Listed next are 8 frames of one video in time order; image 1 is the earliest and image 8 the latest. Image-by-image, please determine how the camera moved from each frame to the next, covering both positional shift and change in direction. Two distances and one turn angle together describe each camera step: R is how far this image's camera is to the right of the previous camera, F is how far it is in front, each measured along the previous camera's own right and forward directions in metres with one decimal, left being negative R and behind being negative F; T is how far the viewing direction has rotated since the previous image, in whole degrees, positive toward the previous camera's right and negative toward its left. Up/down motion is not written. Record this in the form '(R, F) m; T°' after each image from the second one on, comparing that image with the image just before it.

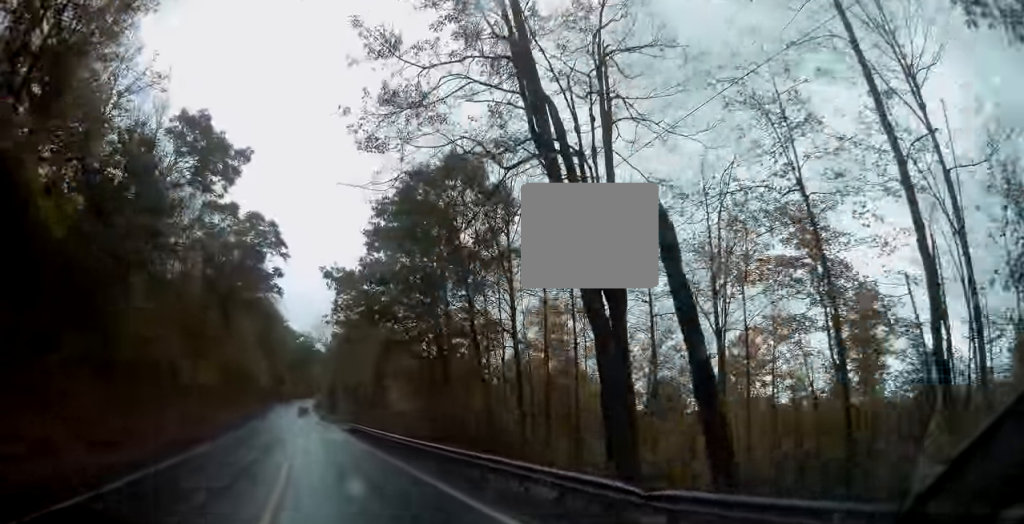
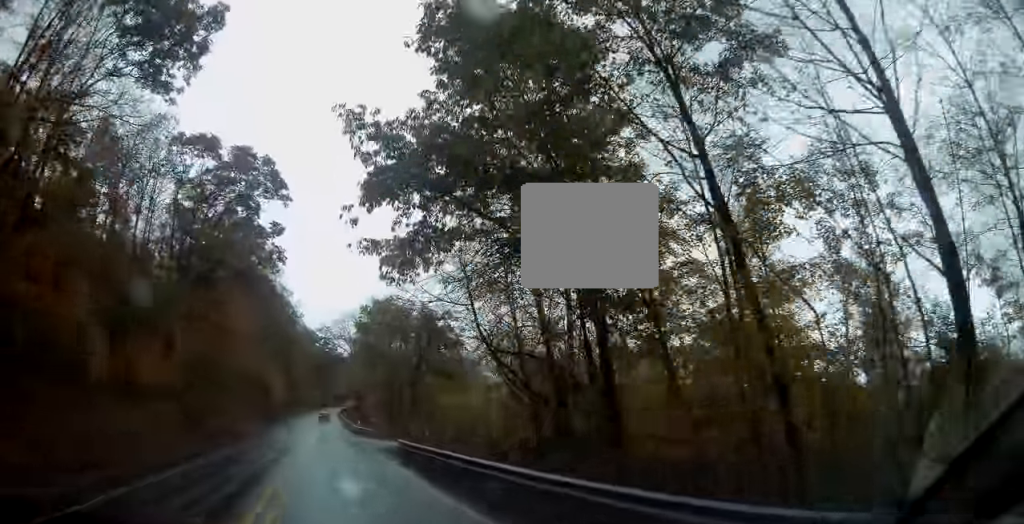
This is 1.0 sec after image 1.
(-0.6, +22.2) m; -3°
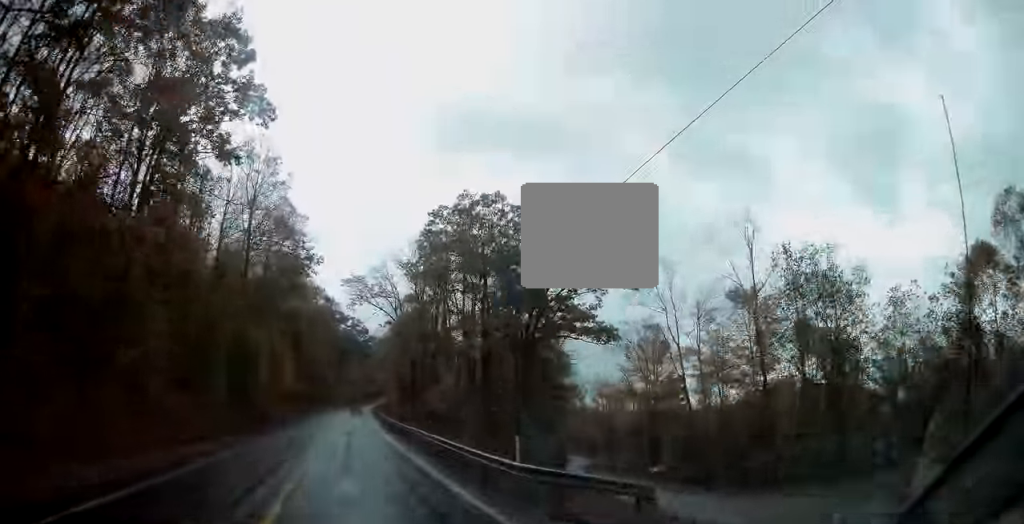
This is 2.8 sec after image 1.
(-1.7, +43.2) m; -3°
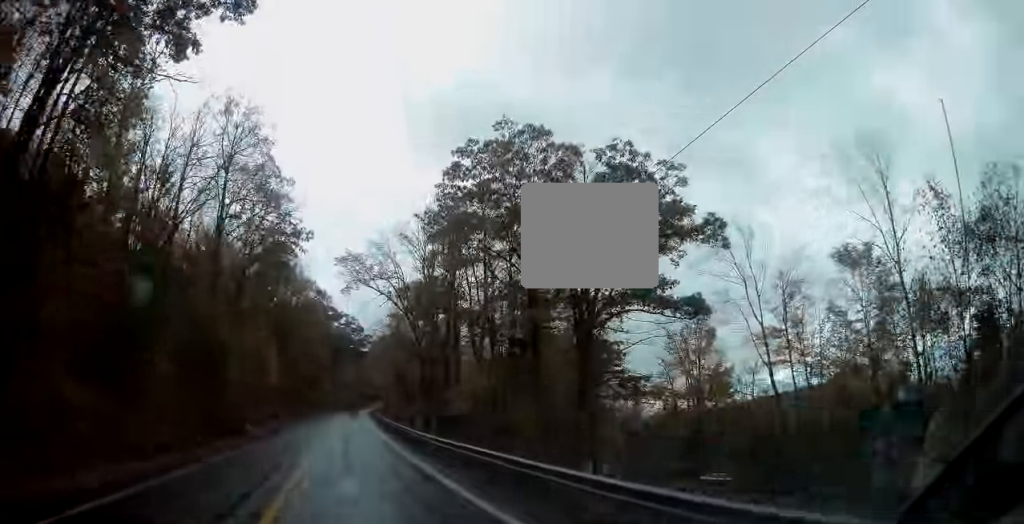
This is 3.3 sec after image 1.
(+0.1, +12.9) m; 0°
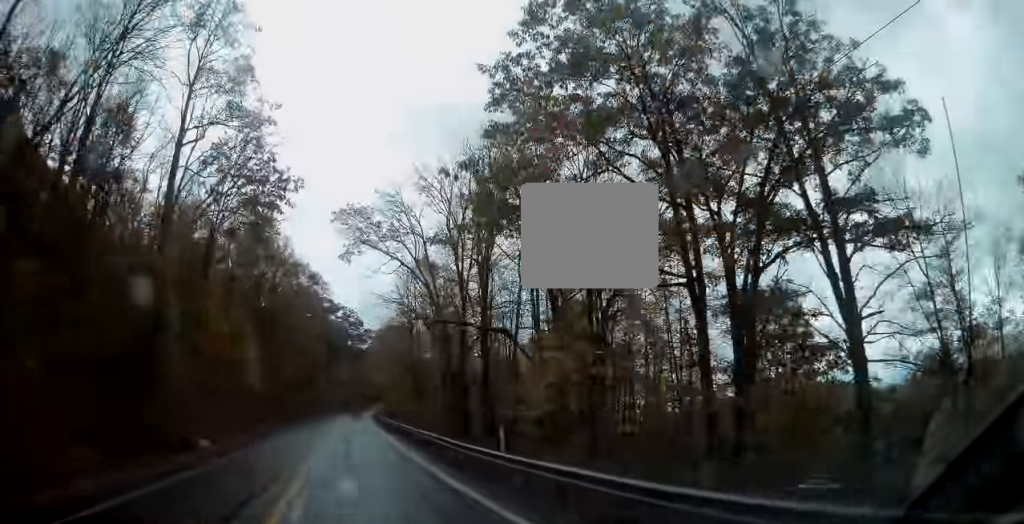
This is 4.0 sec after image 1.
(0.0, +16.2) m; 0°
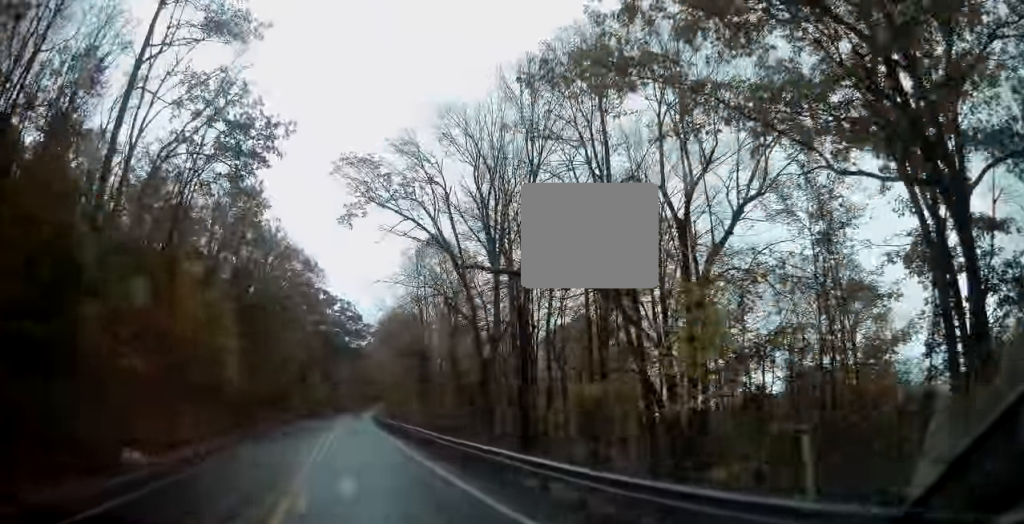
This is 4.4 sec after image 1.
(0.0, +10.6) m; 0°
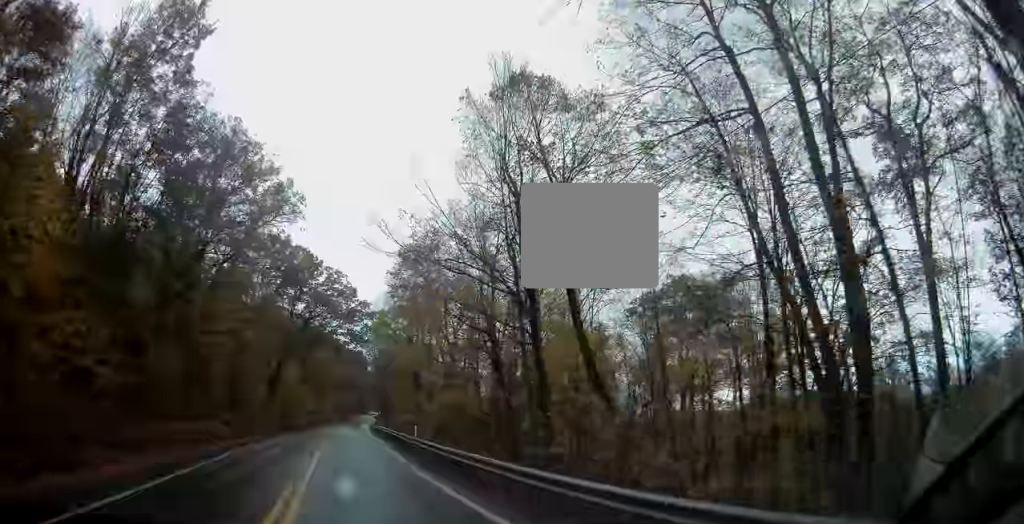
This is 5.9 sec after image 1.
(+0.3, +34.8) m; +1°
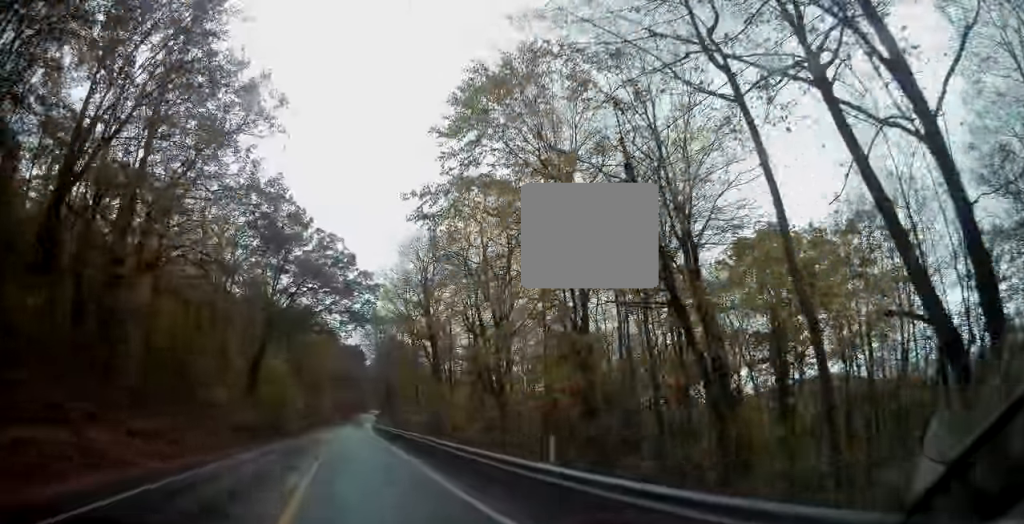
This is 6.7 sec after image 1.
(-0.1, +19.6) m; 0°
